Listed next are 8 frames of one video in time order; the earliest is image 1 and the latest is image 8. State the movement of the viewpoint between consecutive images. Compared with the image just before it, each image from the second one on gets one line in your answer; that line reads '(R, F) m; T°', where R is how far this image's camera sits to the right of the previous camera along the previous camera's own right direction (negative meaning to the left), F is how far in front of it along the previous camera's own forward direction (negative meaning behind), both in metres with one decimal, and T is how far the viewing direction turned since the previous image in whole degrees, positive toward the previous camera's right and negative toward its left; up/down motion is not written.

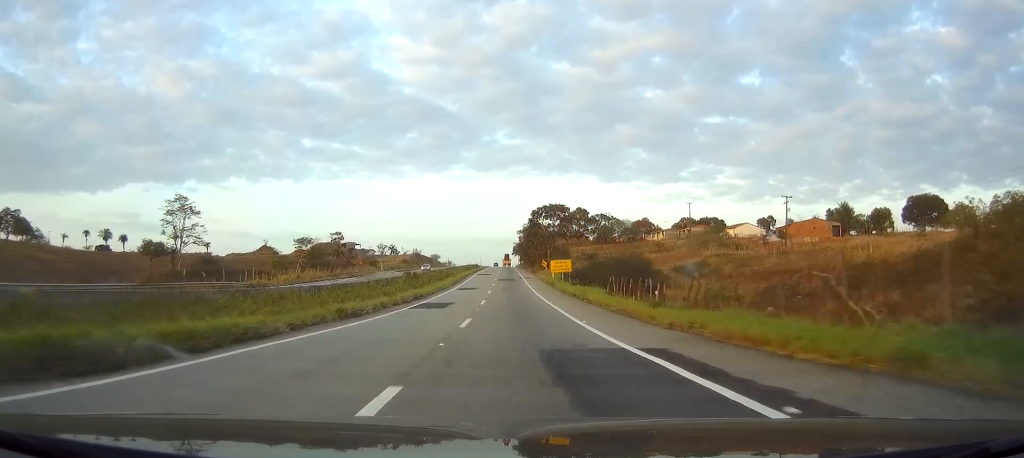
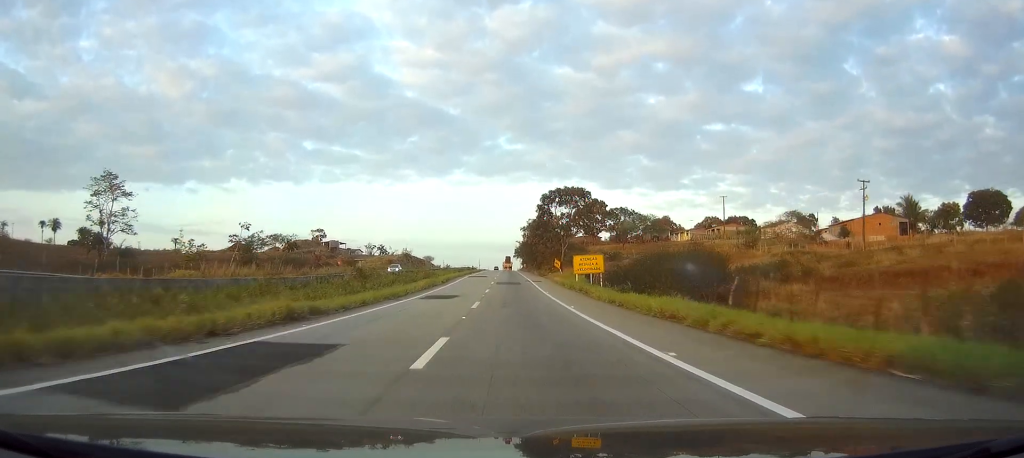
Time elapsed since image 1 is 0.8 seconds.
(0.0, +26.5) m; 0°
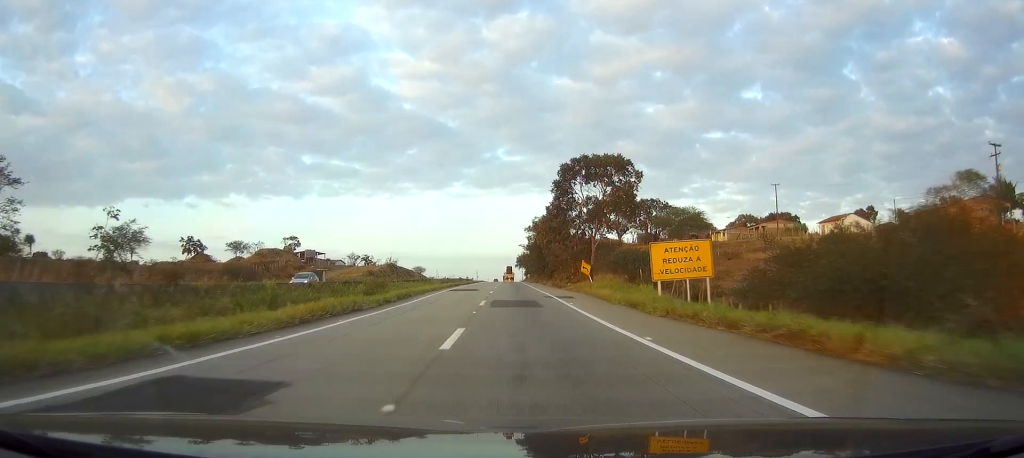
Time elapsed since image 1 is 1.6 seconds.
(-0.1, +29.9) m; 0°
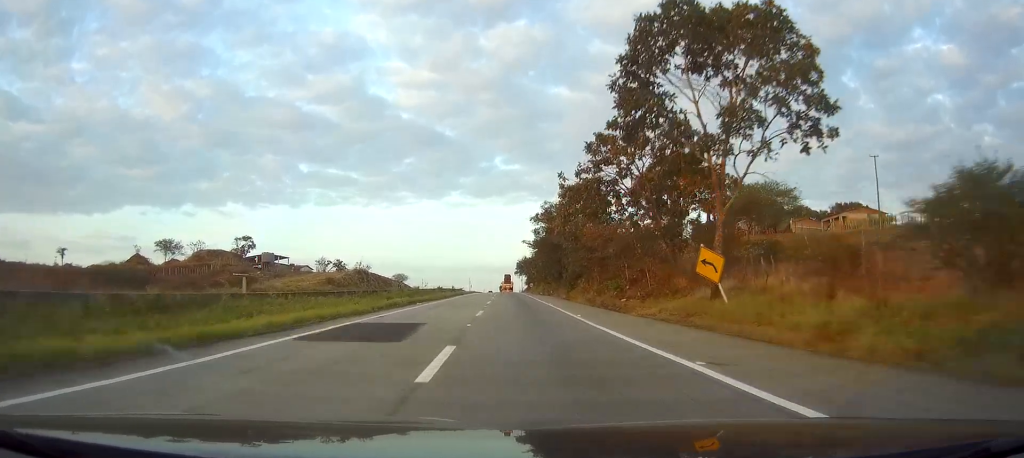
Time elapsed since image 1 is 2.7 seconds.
(-0.1, +36.3) m; 0°
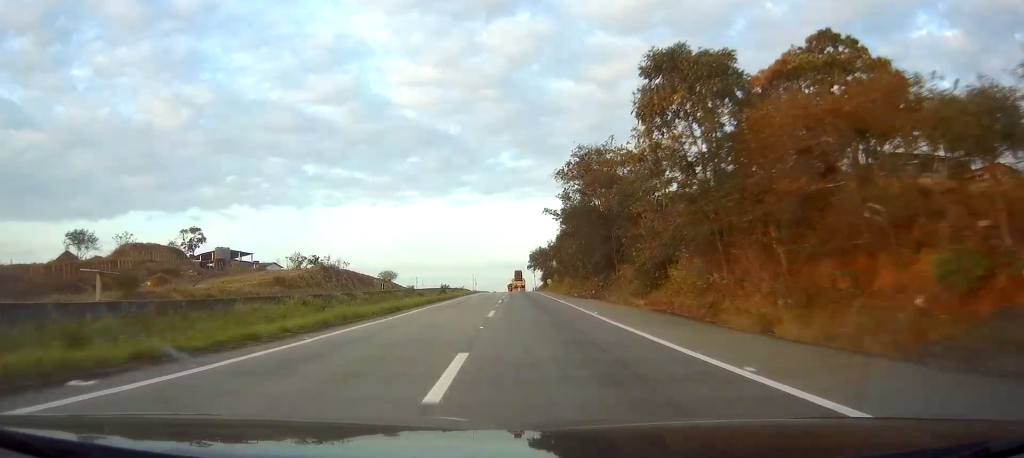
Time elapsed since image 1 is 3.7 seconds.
(-0.1, +34.2) m; 0°
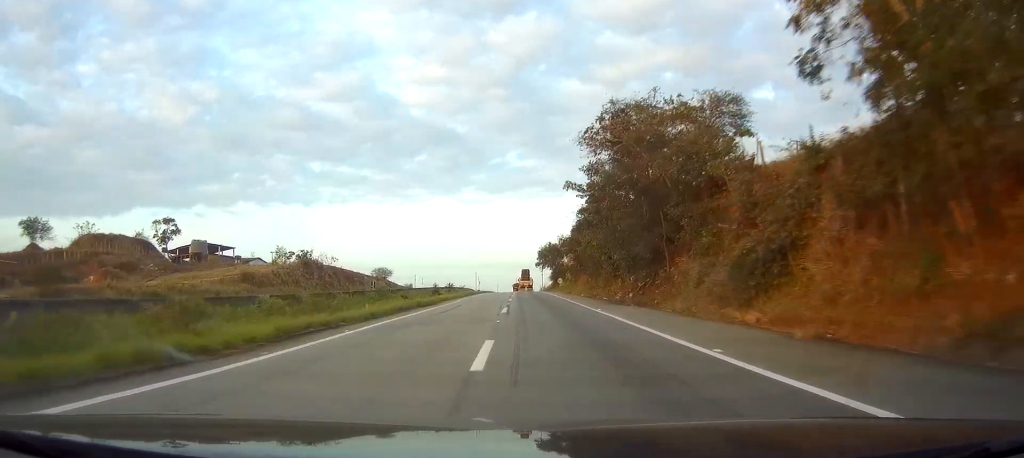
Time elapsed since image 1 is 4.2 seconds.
(0.0, +14.0) m; 0°
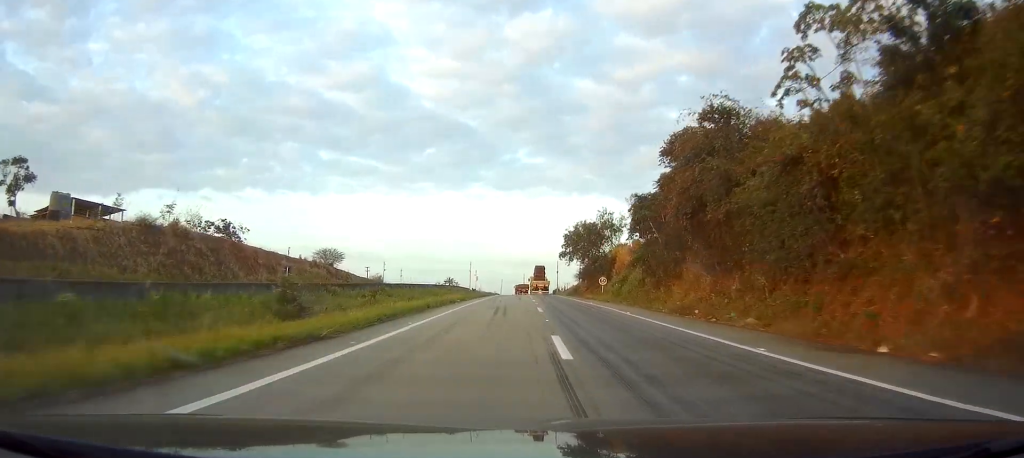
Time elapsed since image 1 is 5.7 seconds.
(-0.1, +47.3) m; 0°
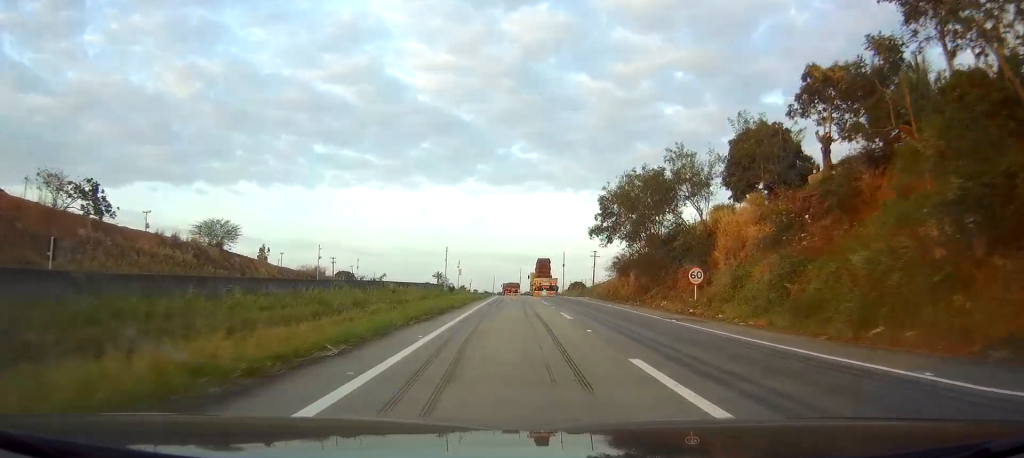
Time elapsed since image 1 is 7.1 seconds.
(-0.1, +38.2) m; 0°
